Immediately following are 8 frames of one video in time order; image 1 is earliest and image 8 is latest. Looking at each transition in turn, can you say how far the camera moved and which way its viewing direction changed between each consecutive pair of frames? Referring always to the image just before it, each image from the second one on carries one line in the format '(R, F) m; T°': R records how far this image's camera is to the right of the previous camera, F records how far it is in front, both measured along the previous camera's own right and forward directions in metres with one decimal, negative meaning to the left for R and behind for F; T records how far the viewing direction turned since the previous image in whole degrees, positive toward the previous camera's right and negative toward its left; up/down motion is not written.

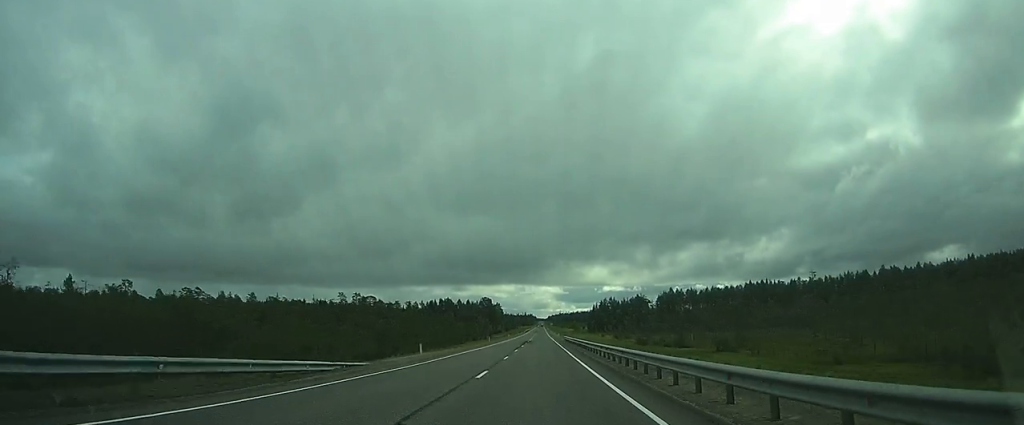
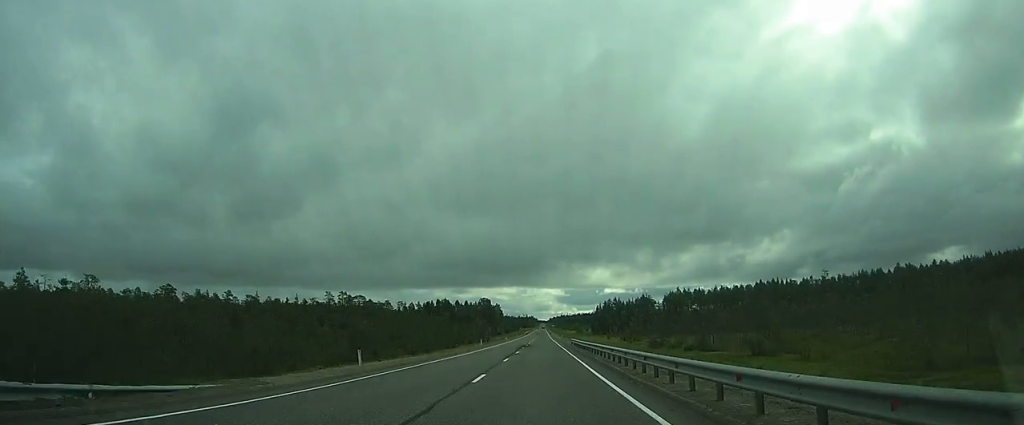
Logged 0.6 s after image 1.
(-0.1, +13.3) m; 0°
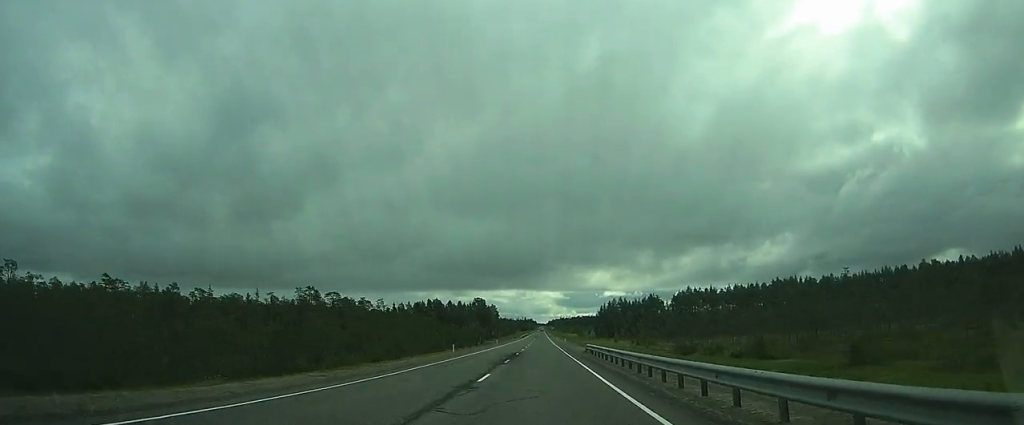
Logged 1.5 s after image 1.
(+0.1, +22.6) m; 0°
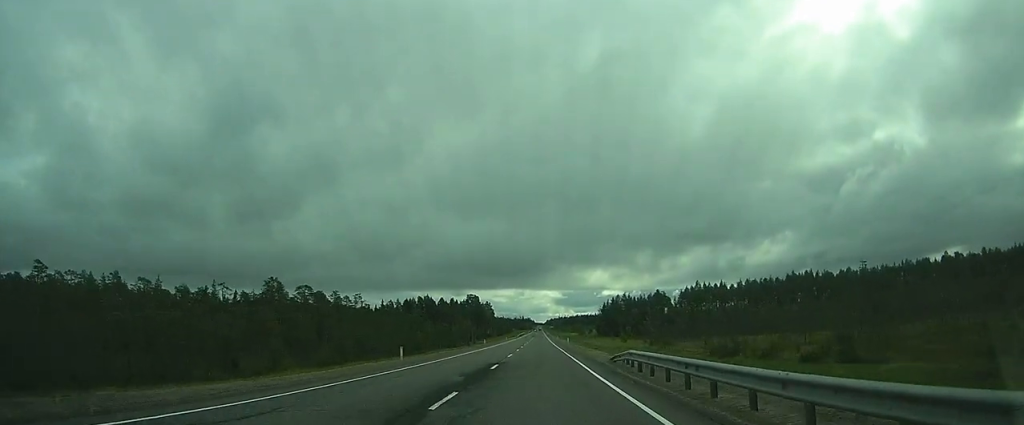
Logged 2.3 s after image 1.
(+0.1, +18.9) m; 0°
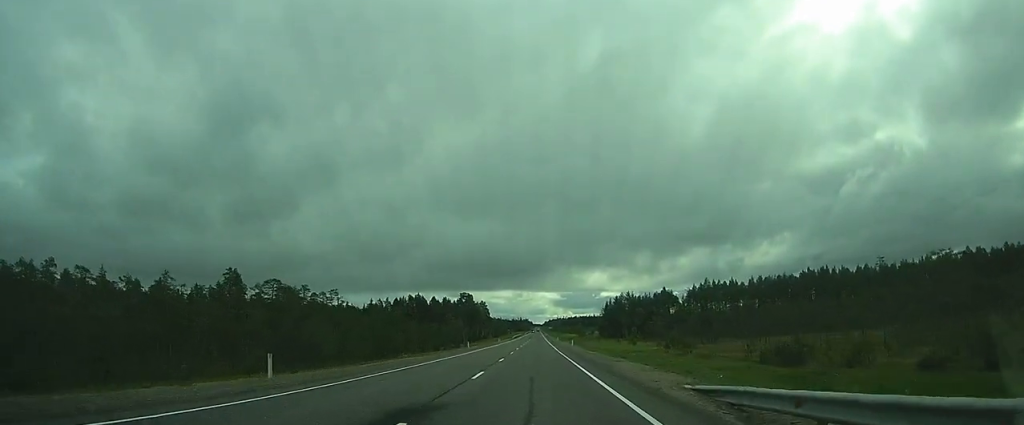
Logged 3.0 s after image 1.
(0.0, +16.5) m; 0°
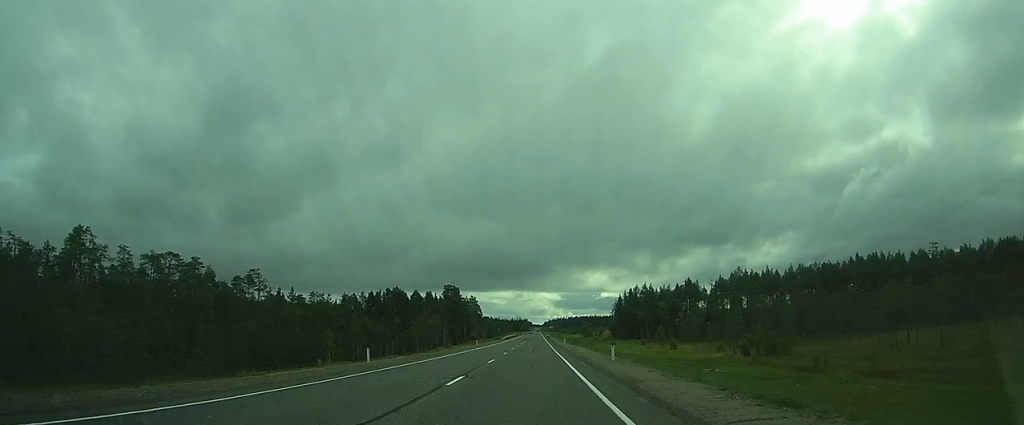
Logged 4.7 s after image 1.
(+0.1, +38.7) m; 0°
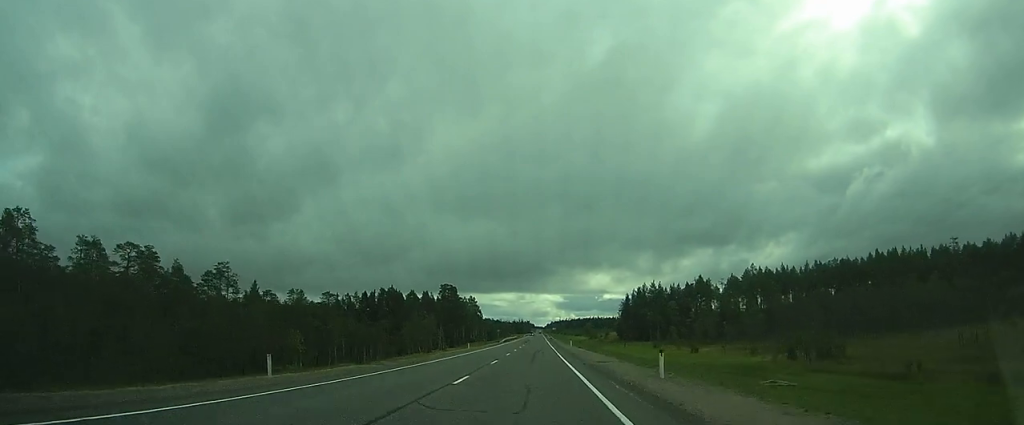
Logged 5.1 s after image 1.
(0.0, +11.0) m; 0°
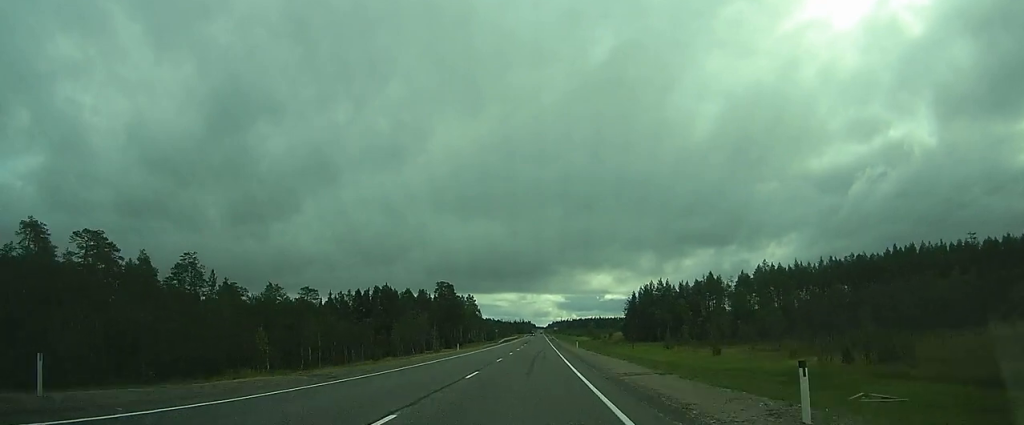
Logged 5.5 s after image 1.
(0.0, +9.5) m; 0°
